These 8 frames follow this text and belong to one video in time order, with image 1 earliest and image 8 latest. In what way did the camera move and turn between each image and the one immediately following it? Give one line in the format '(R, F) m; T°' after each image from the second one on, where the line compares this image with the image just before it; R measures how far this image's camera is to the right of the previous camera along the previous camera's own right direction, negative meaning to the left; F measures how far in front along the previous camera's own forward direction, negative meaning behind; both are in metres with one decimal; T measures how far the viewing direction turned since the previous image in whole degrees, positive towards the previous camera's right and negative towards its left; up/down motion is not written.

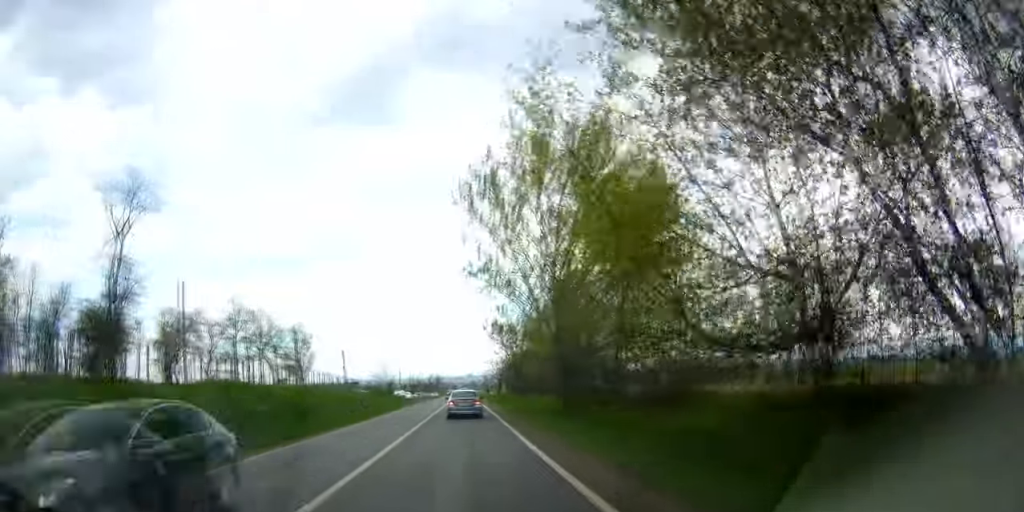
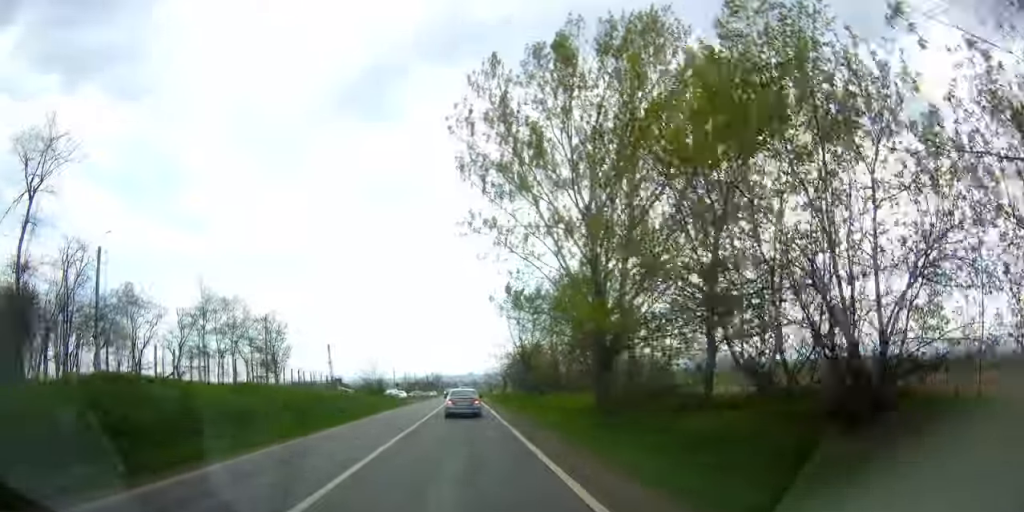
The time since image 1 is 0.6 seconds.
(+0.1, +12.1) m; +1°
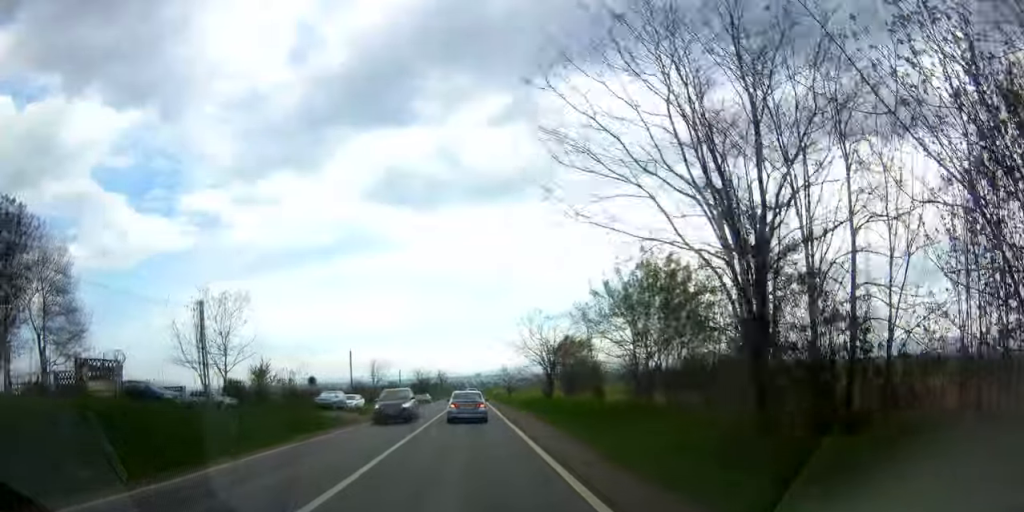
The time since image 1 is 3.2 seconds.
(+0.4, +52.1) m; 0°
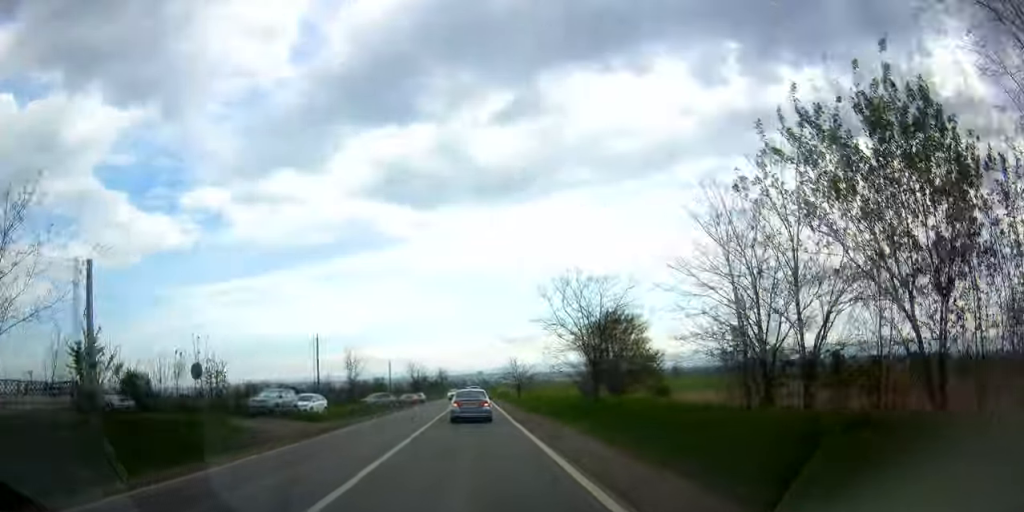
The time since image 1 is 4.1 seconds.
(0.0, +17.7) m; 0°
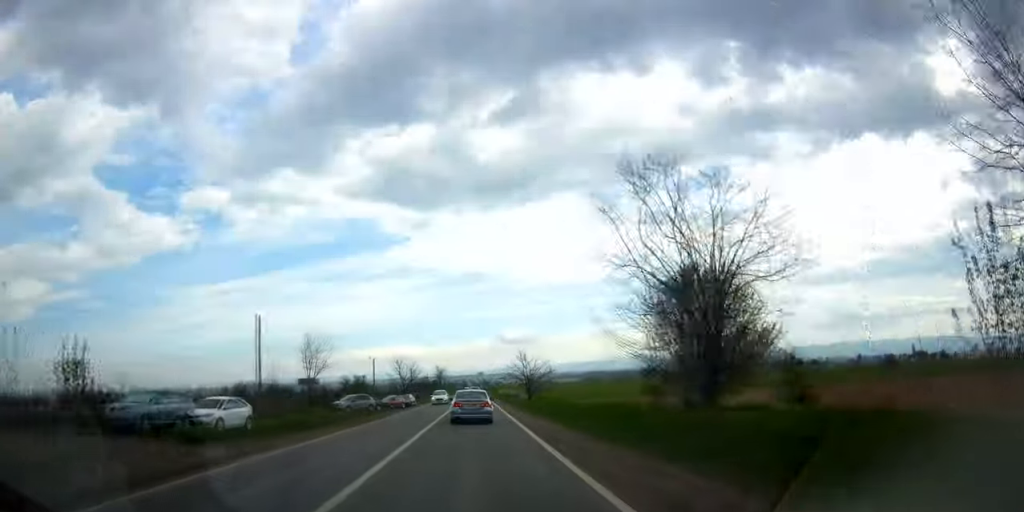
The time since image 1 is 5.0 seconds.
(0.0, +15.8) m; +1°
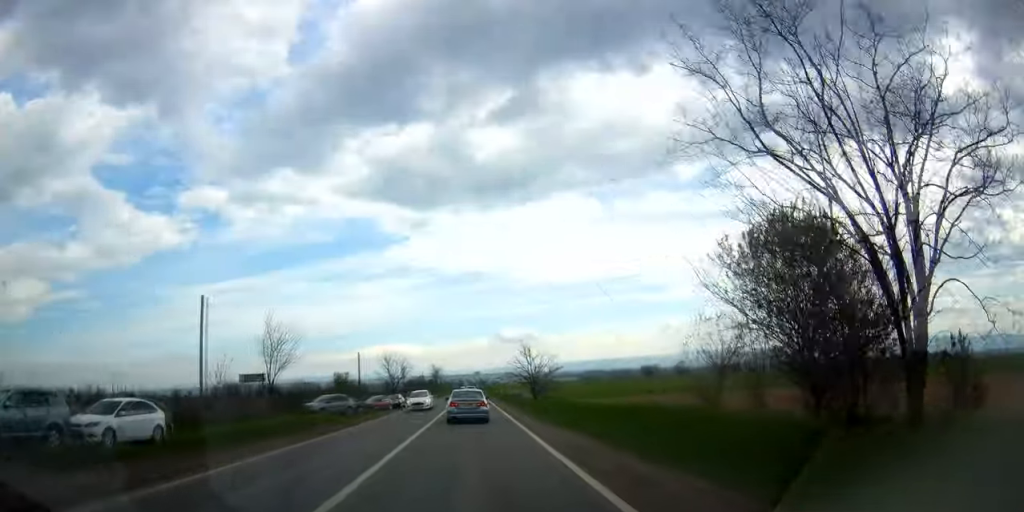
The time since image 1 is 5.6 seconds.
(+0.1, +9.3) m; 0°
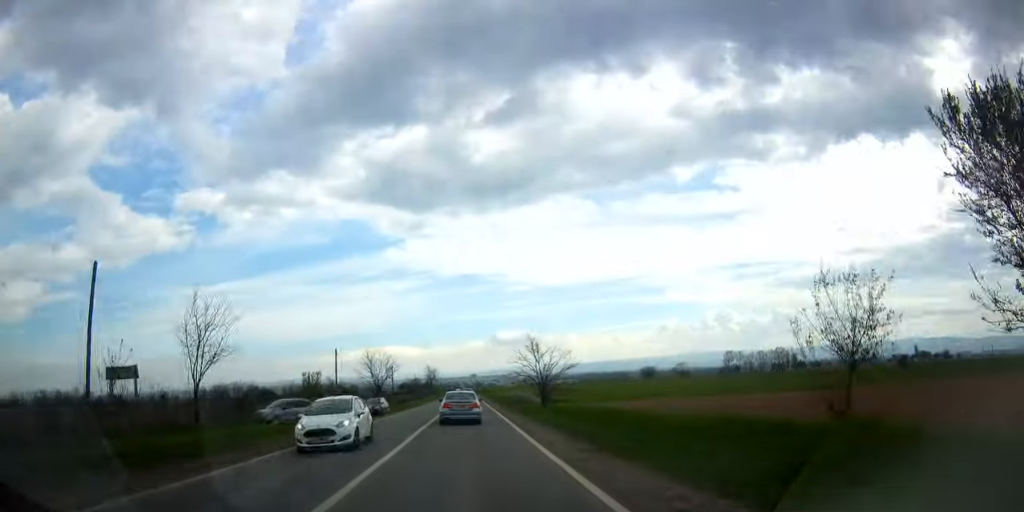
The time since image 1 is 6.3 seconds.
(0.0, +11.5) m; +1°
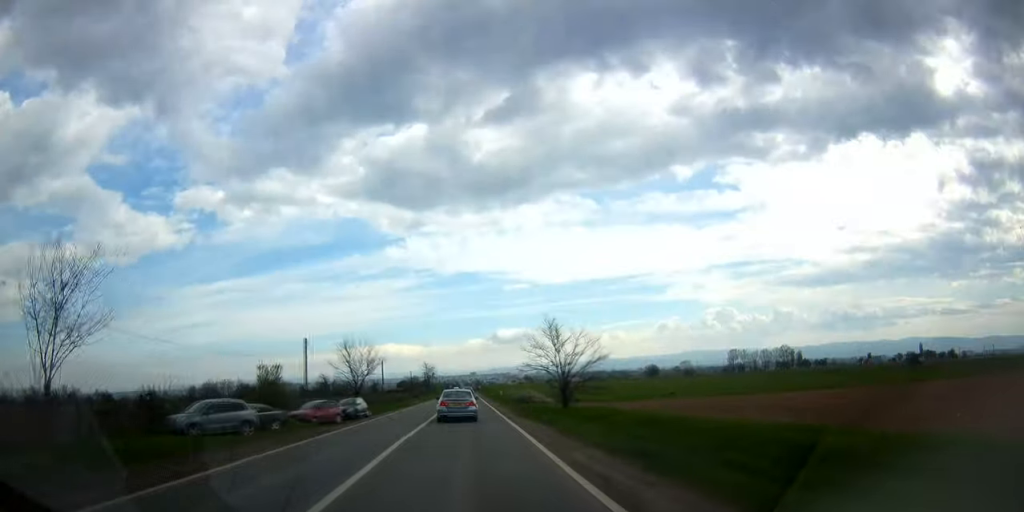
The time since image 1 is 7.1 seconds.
(-0.1, +12.3) m; +1°
